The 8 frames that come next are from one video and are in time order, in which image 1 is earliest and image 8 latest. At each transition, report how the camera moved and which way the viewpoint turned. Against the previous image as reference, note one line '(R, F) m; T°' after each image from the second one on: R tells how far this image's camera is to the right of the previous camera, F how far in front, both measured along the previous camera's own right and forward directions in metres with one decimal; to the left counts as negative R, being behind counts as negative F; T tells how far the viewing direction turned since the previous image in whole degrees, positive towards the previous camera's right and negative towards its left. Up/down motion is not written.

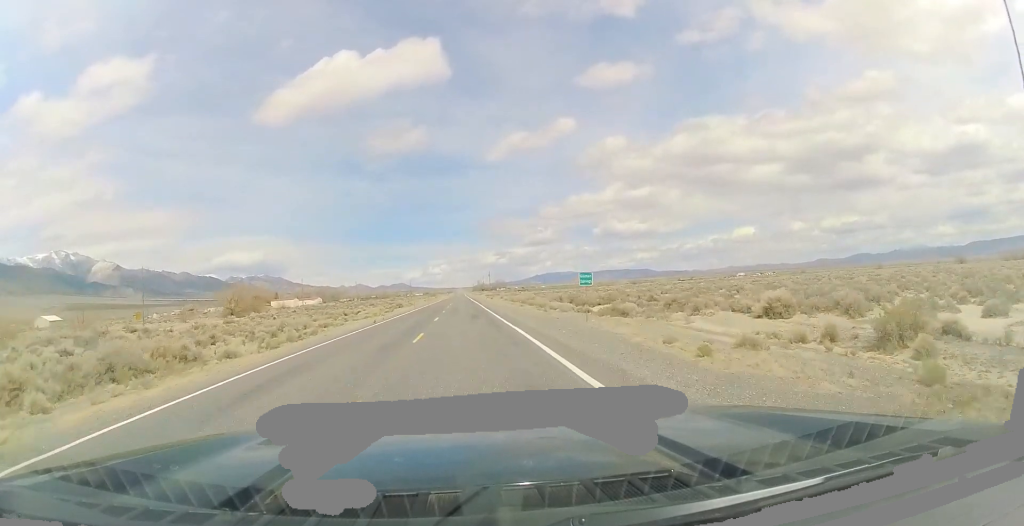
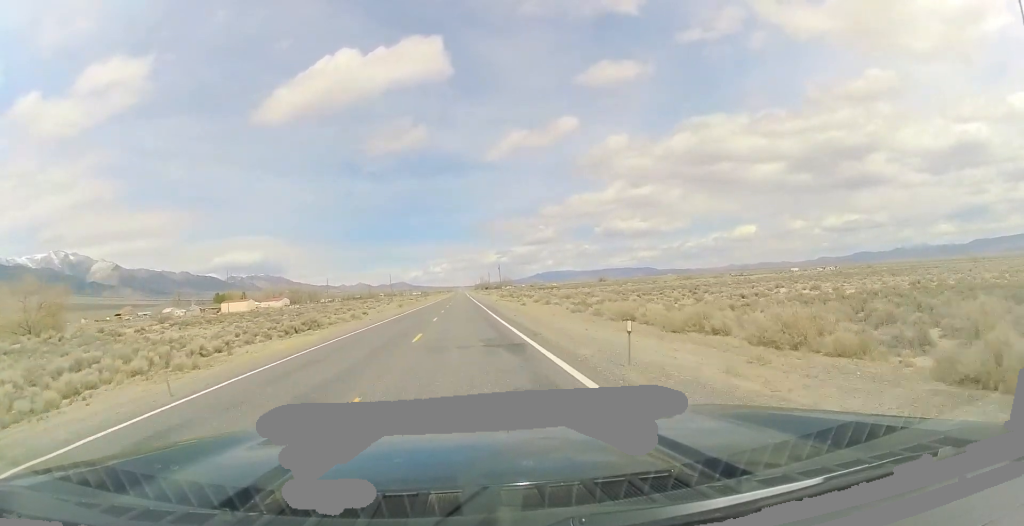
(+0.6, +67.1) m; +1°
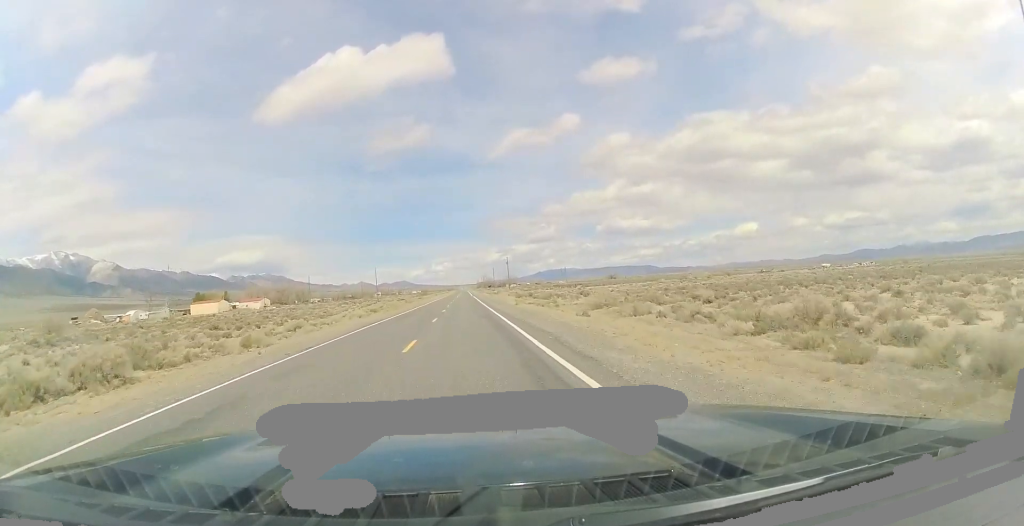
(-0.3, +30.6) m; -1°
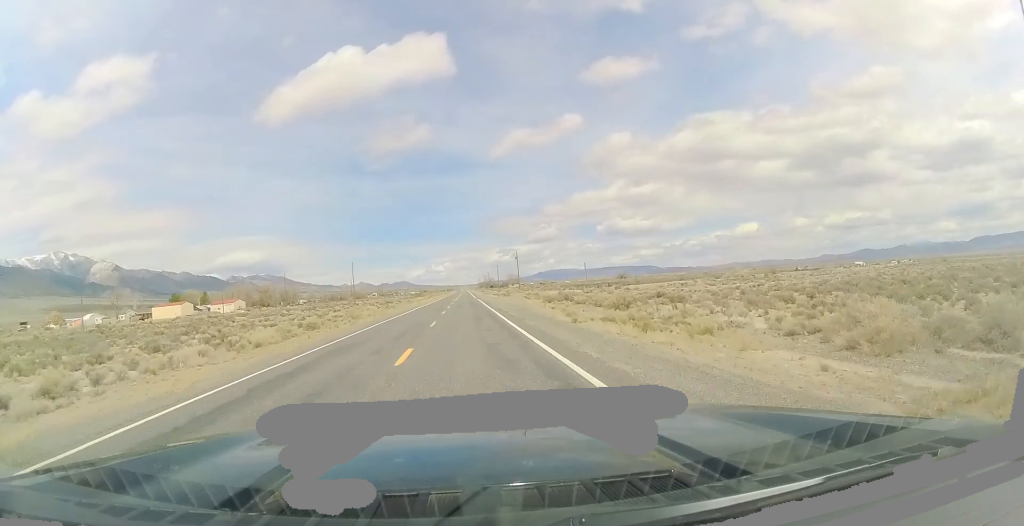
(0.0, +29.5) m; 0°
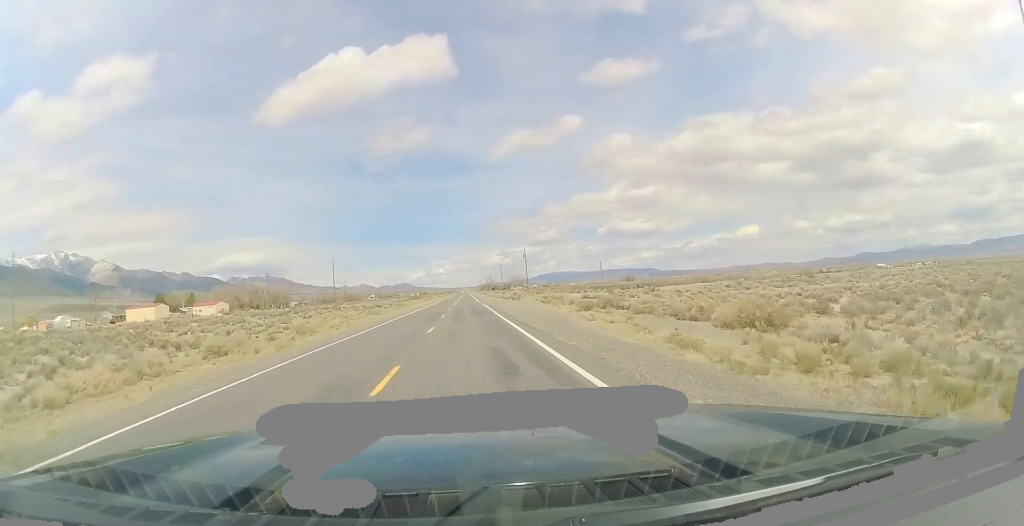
(-0.1, +17.1) m; 0°
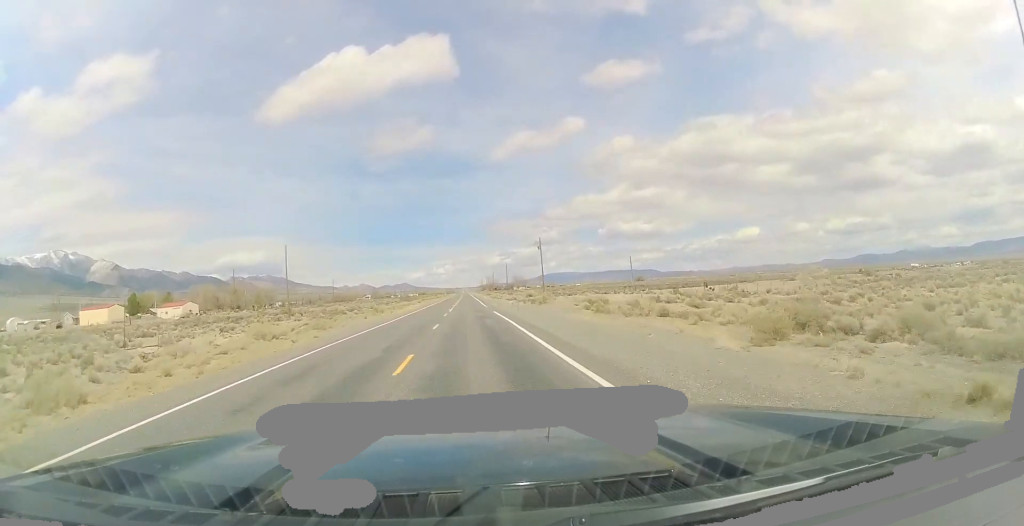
(-0.1, +25.0) m; 0°
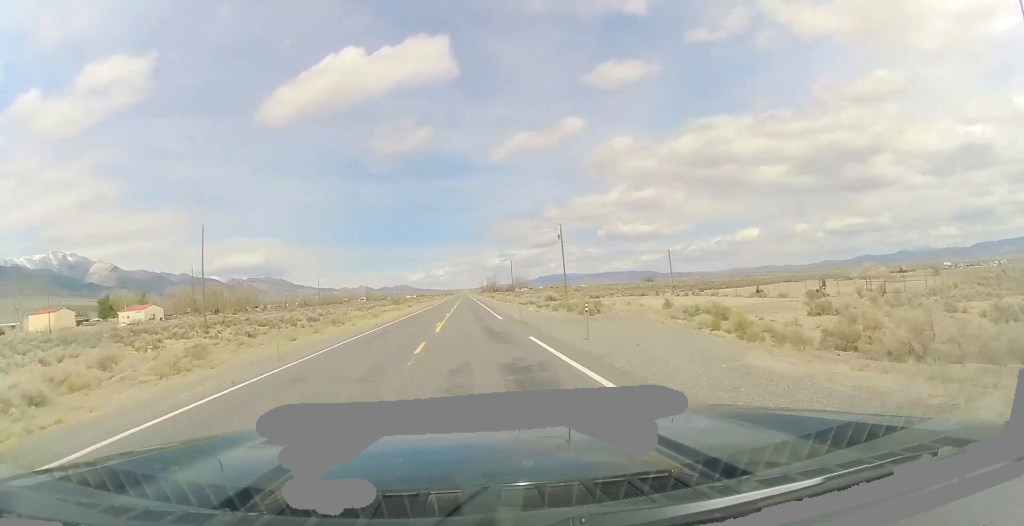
(0.0, +22.8) m; +1°
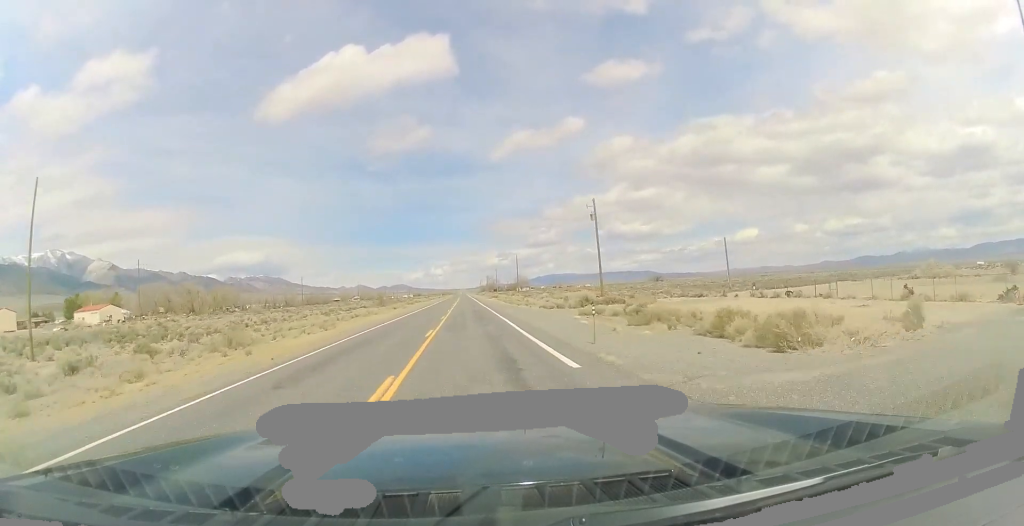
(+0.2, +21.6) m; 0°
